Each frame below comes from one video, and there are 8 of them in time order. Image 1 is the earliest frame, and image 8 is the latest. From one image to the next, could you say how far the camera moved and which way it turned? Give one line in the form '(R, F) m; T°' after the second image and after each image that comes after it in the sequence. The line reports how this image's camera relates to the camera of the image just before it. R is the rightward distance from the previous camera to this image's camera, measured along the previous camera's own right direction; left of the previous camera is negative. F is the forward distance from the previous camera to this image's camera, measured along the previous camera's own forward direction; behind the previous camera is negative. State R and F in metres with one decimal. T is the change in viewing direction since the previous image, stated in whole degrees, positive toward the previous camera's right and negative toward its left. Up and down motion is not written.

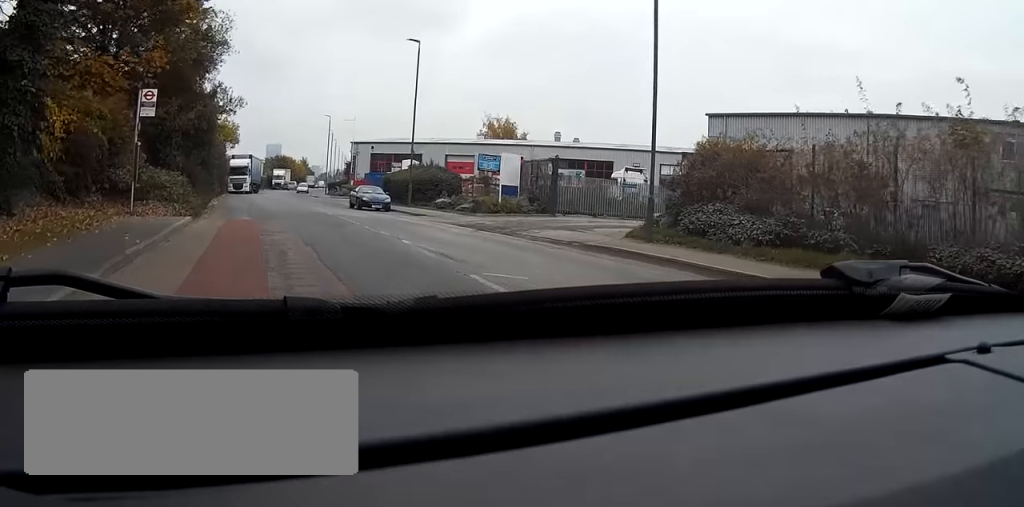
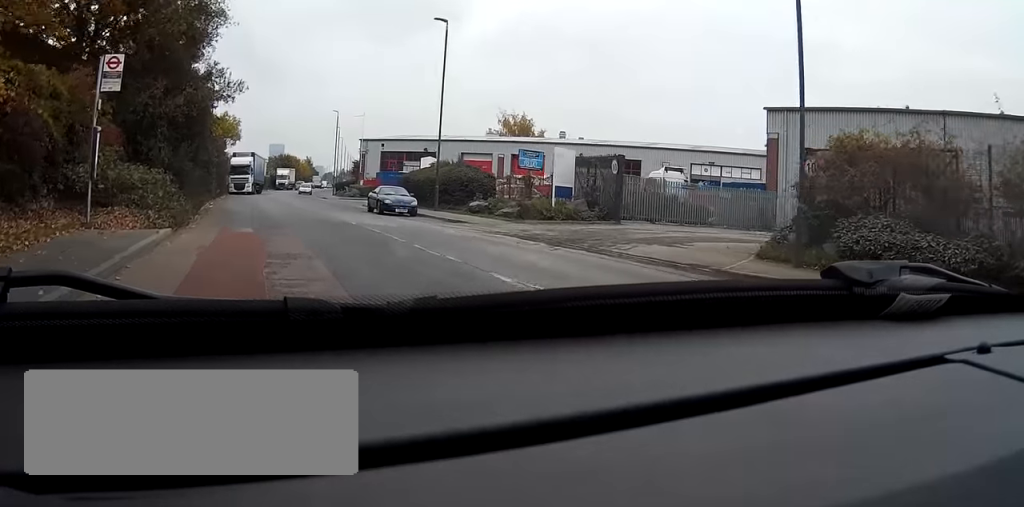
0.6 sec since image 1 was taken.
(0.0, +5.7) m; 0°
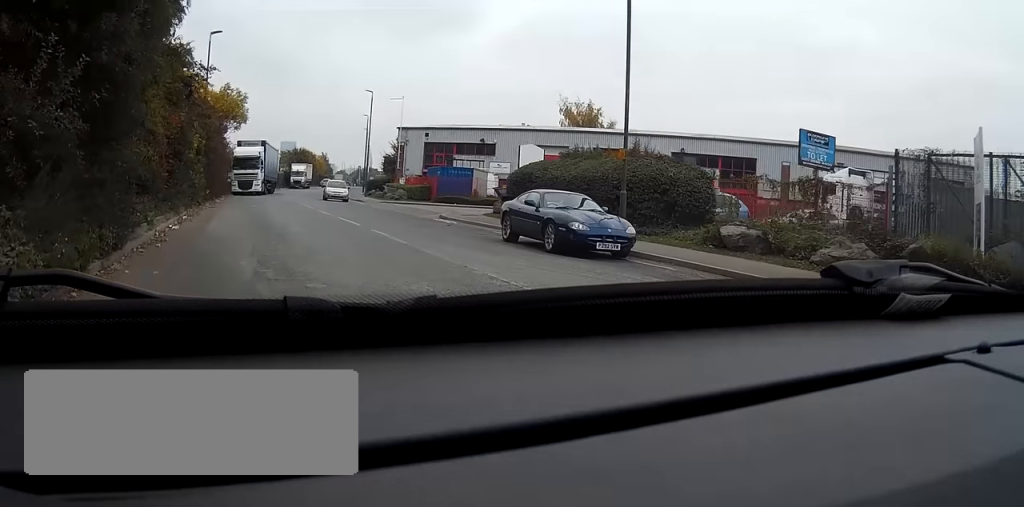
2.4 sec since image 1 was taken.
(0.0, +19.0) m; 0°
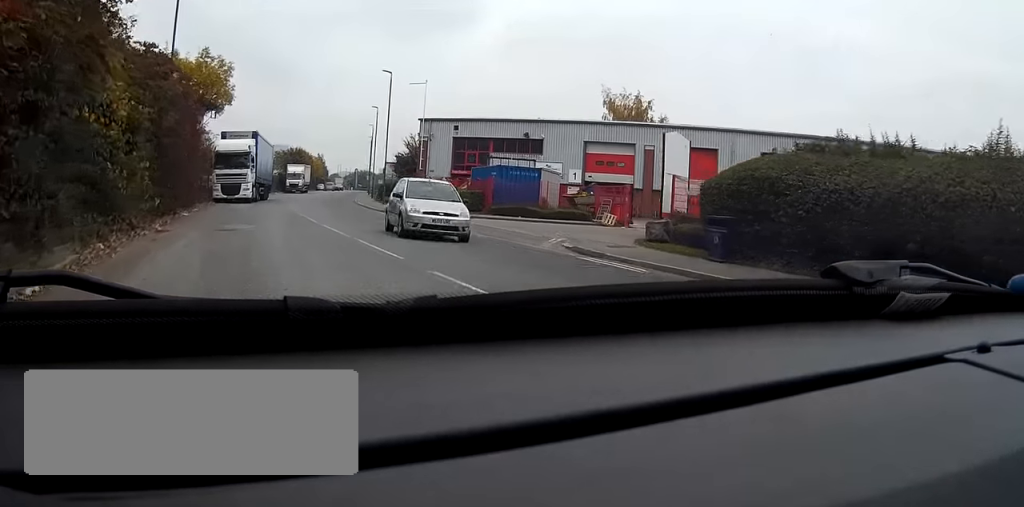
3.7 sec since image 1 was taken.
(-0.1, +14.3) m; 0°
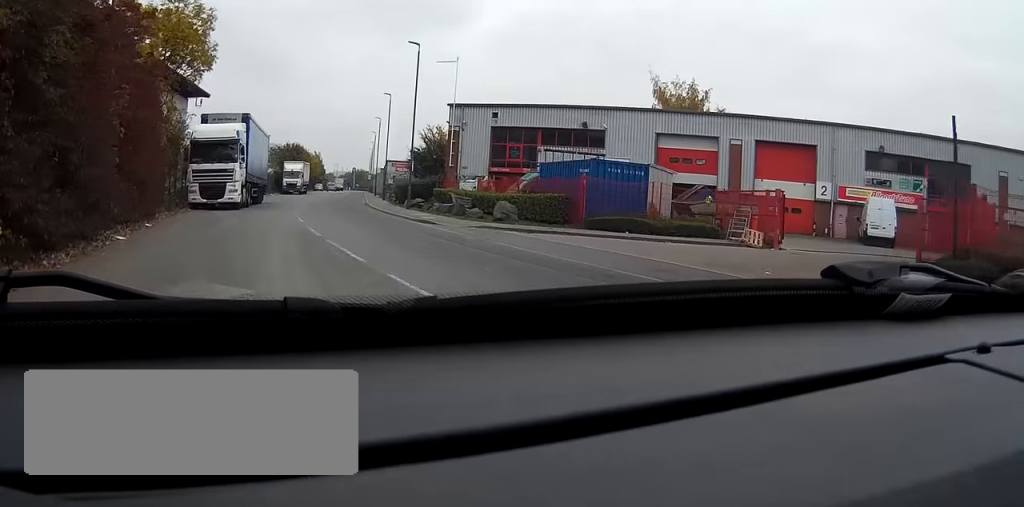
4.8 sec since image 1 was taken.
(0.0, +11.8) m; +1°
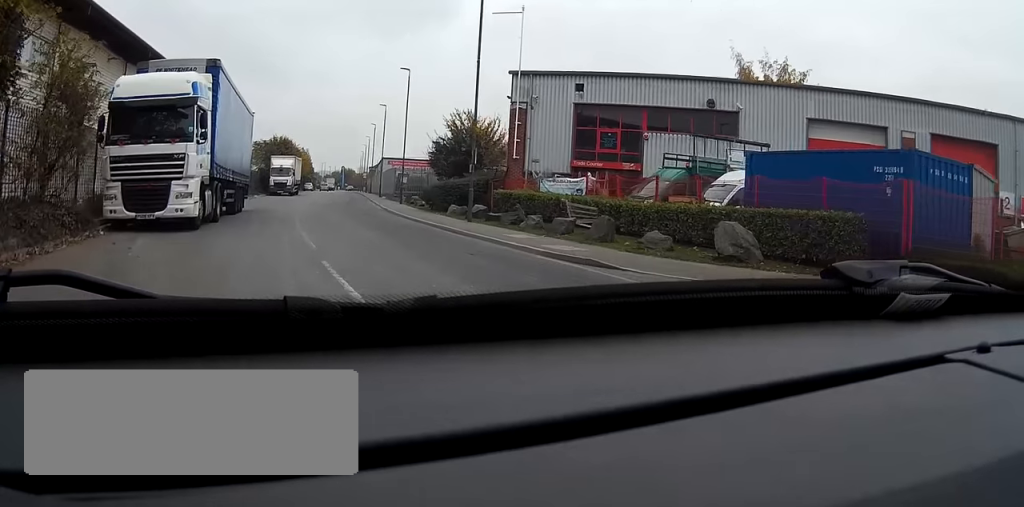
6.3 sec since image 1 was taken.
(+0.2, +15.9) m; +1°
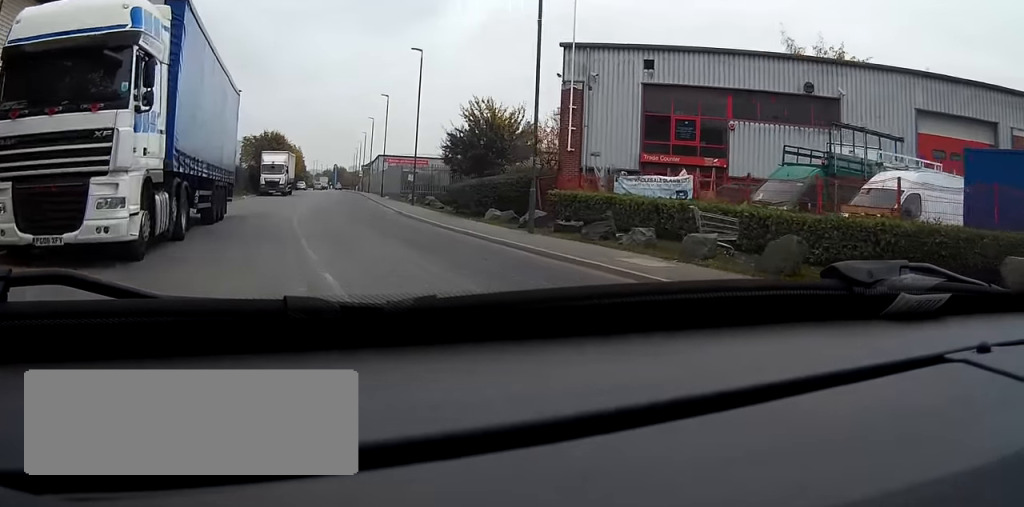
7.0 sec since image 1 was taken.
(+0.1, +7.7) m; +1°
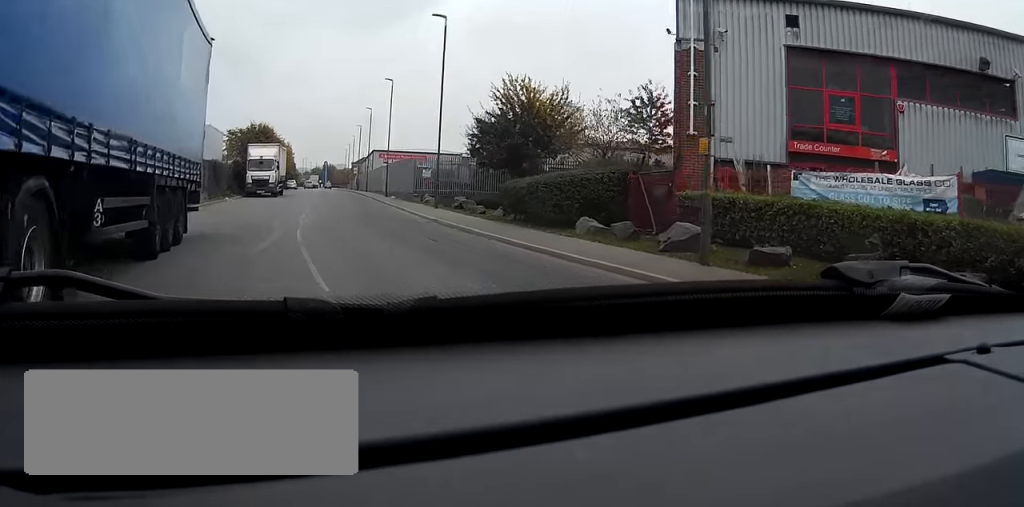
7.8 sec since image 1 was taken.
(+0.1, +9.6) m; +1°
